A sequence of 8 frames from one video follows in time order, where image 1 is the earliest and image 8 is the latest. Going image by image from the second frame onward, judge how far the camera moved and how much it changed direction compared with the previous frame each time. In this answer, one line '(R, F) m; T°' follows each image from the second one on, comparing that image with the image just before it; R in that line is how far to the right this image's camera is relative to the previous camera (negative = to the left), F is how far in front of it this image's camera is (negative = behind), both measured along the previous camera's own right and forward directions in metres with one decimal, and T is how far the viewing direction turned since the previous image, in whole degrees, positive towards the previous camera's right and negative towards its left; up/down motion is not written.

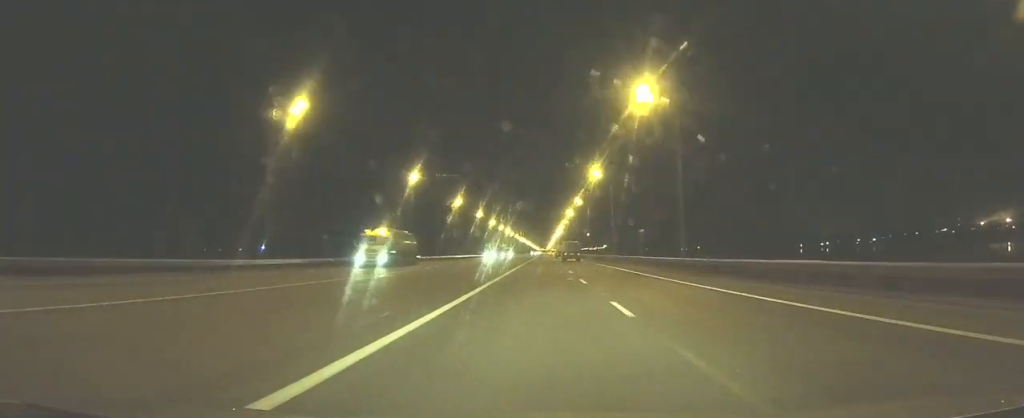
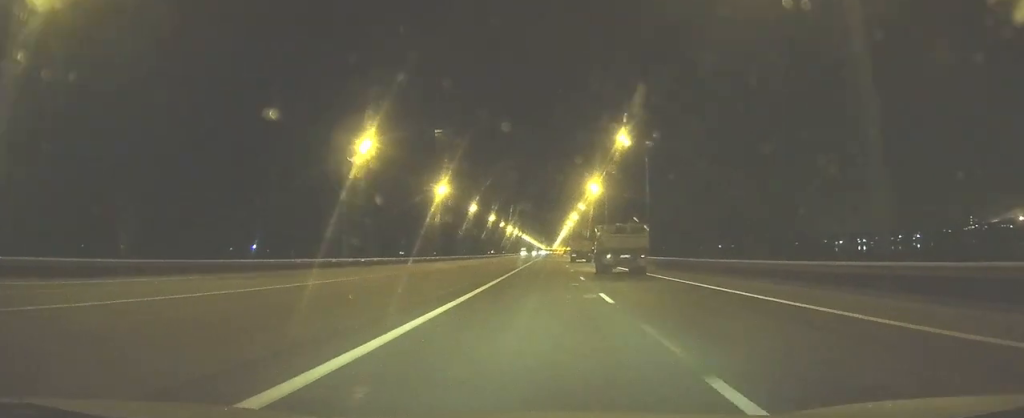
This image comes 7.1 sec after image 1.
(-0.6, +189.6) m; 0°
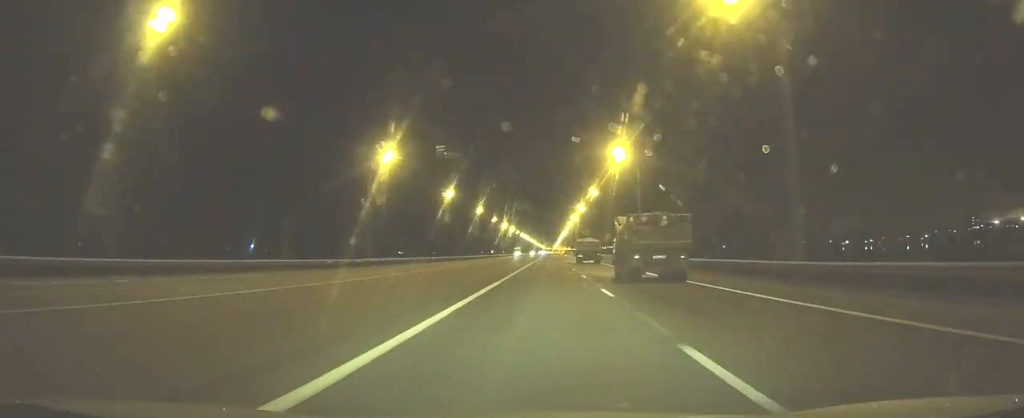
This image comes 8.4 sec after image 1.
(-0.2, +34.2) m; 0°
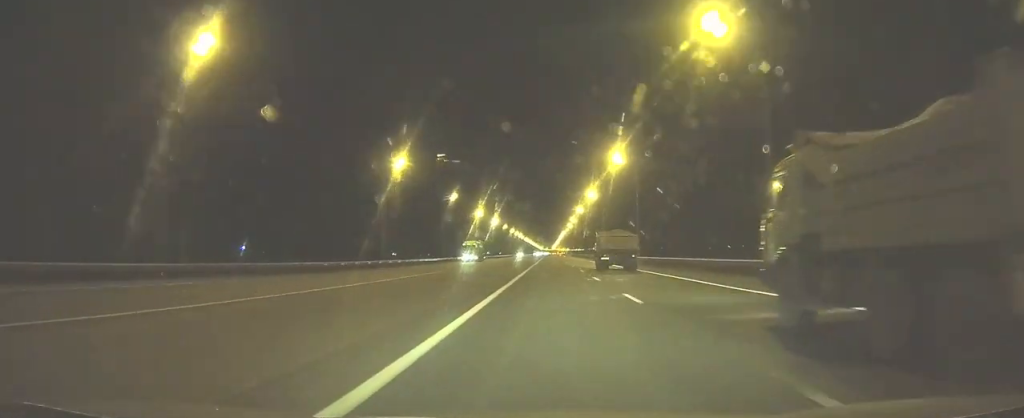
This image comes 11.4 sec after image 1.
(-0.2, +78.6) m; 0°
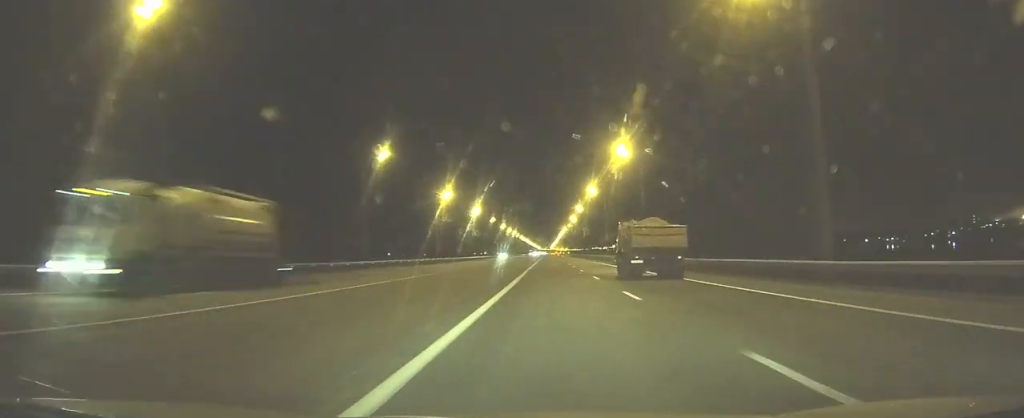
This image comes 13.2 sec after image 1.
(+0.1, +46.9) m; 0°
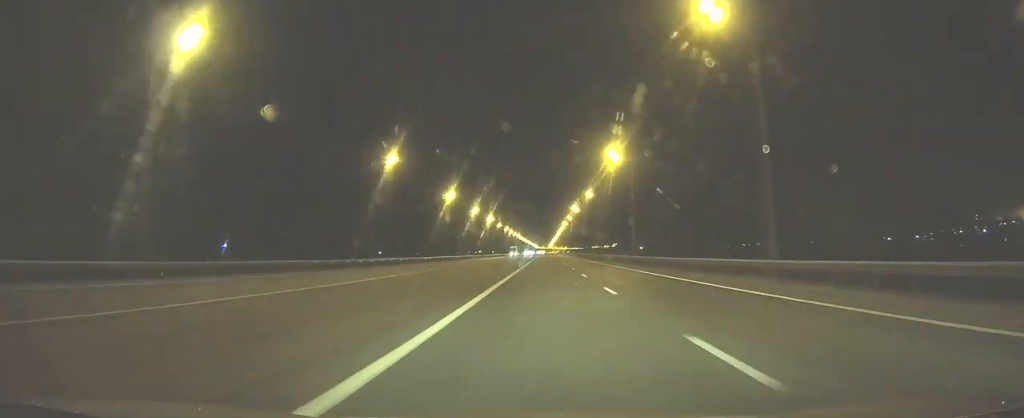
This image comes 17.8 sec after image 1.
(+0.8, +118.8) m; +1°
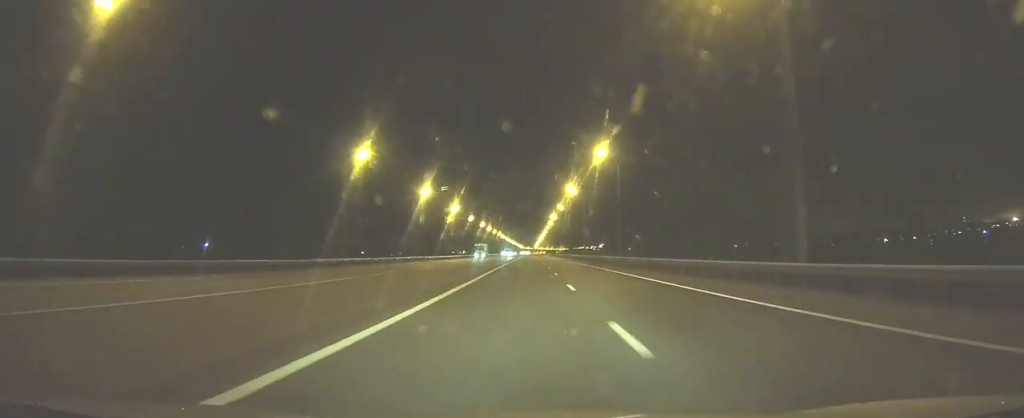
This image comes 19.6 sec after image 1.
(+0.1, +46.2) m; 0°
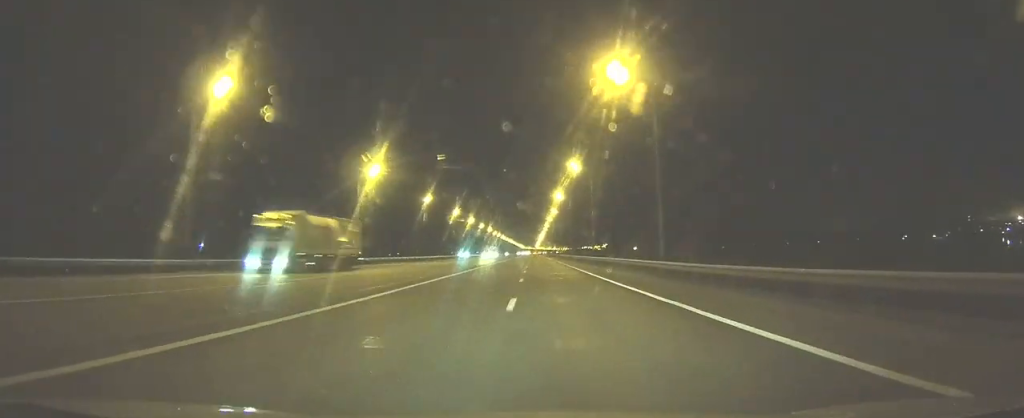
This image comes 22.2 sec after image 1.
(+0.3, +66.3) m; 0°
